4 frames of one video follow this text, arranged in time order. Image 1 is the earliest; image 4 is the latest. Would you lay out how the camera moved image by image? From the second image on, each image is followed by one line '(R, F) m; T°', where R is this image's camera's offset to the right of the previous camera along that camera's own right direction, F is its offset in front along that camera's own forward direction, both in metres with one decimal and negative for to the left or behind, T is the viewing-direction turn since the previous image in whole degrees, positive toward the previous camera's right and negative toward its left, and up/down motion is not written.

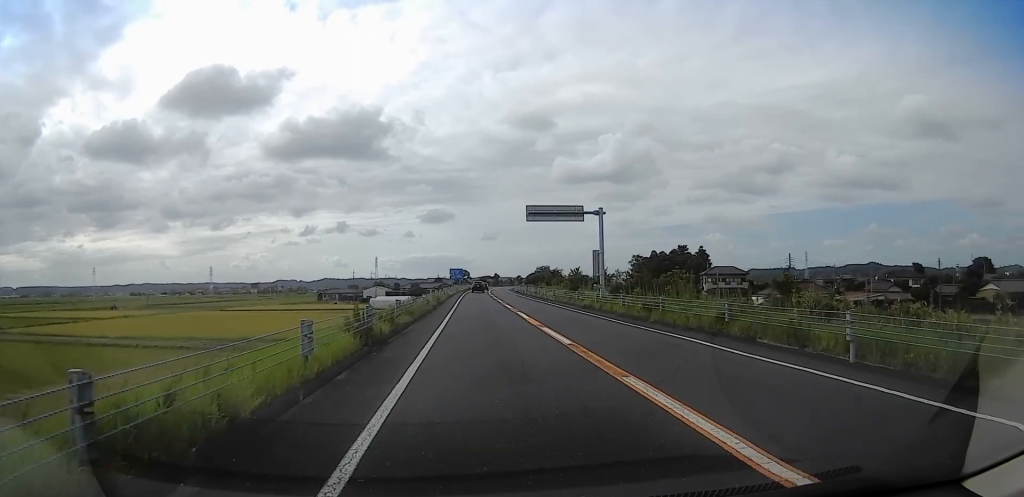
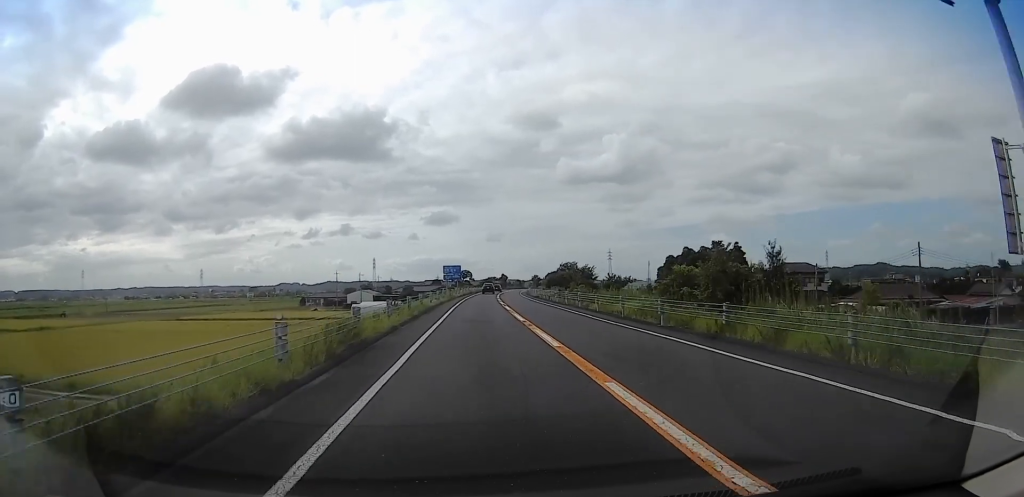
(+2.1, +29.1) m; +2°
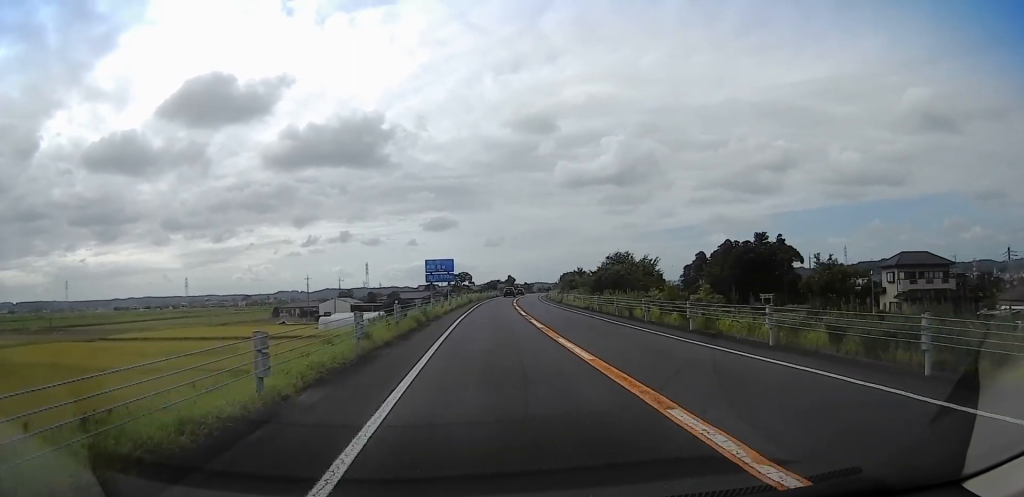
(-1.0, +29.9) m; -2°
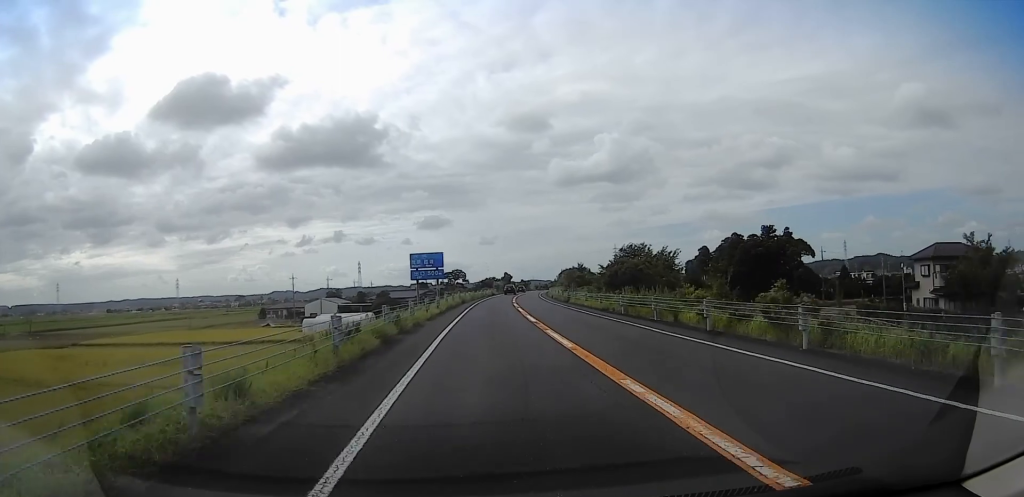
(0.0, +7.5) m; 0°
